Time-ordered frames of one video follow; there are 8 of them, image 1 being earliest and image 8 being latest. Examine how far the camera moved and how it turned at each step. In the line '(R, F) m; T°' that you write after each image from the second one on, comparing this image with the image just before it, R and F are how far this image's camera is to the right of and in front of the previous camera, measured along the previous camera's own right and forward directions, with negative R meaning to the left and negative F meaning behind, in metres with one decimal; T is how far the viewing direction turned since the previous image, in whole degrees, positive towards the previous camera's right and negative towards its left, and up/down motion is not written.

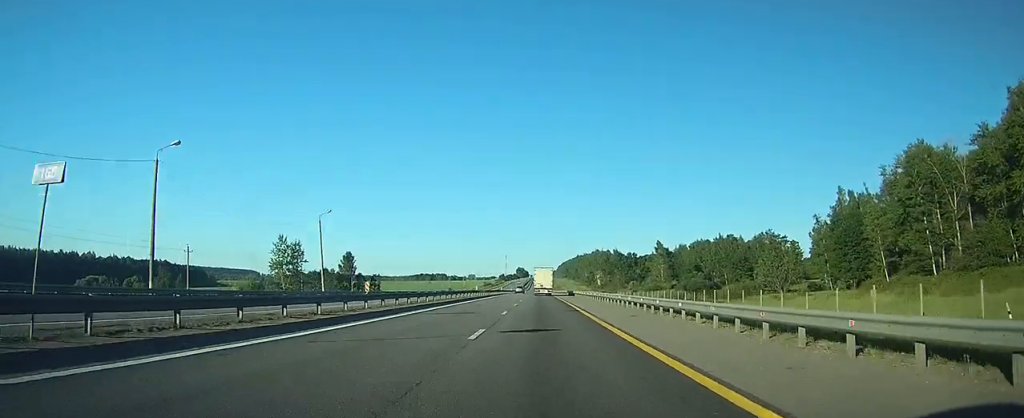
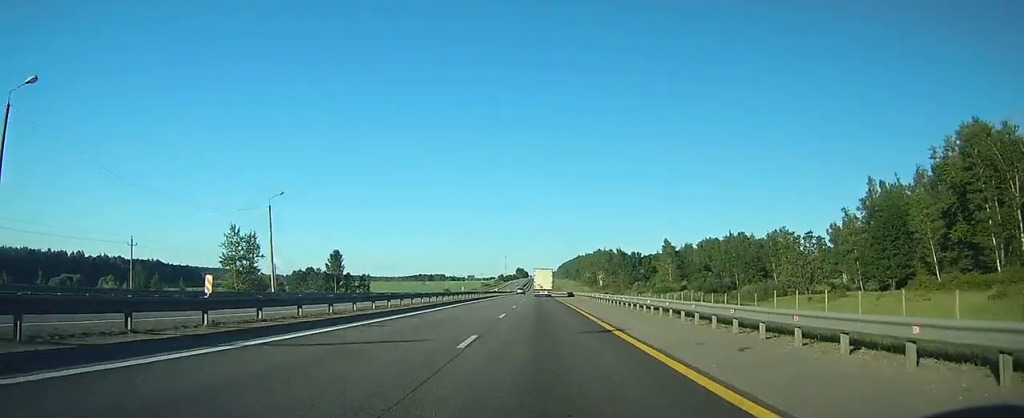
(0.0, +13.7) m; 0°
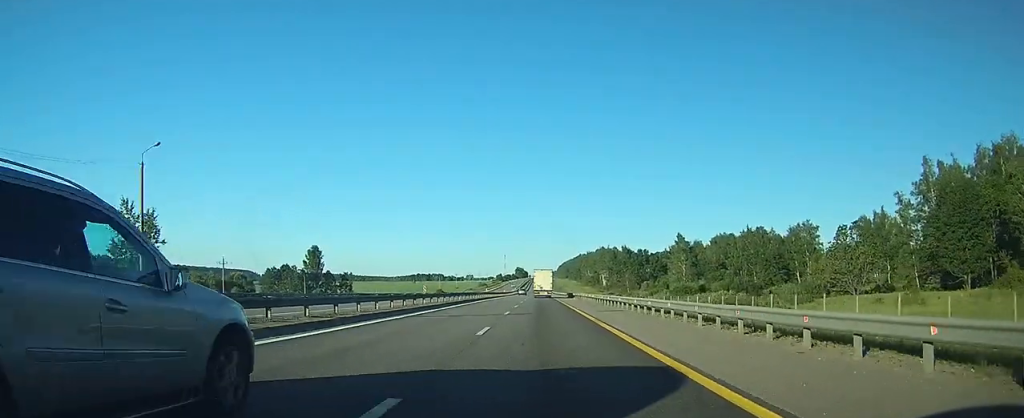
(0.0, +20.3) m; 0°
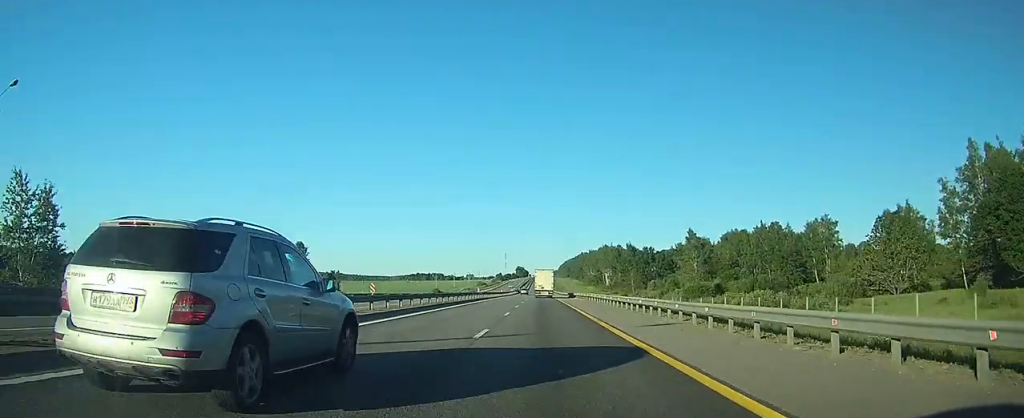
(0.0, +13.1) m; 0°
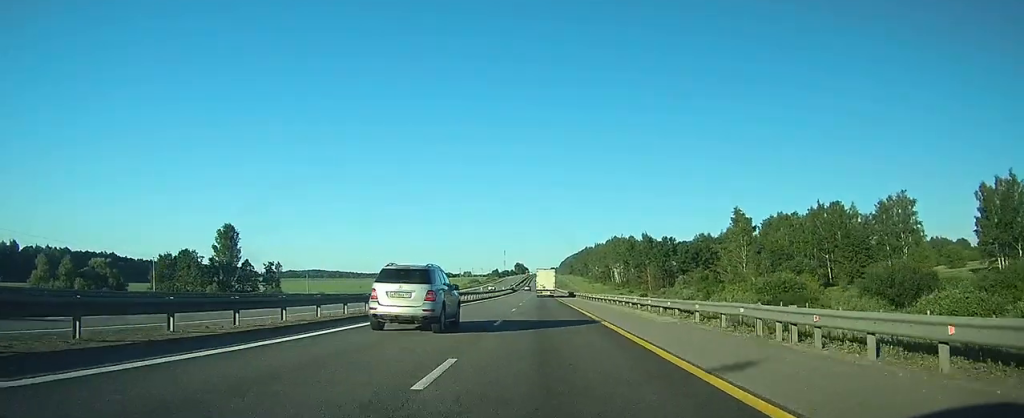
(-0.1, +42.7) m; 0°
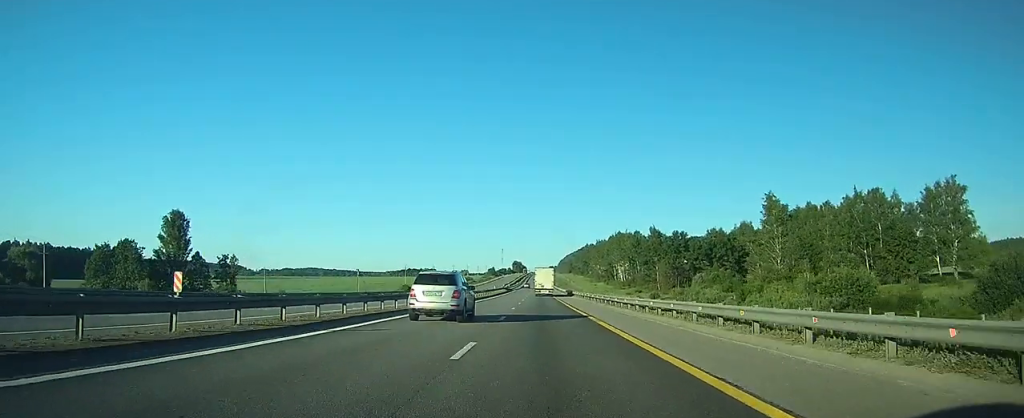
(0.0, +20.7) m; 0°
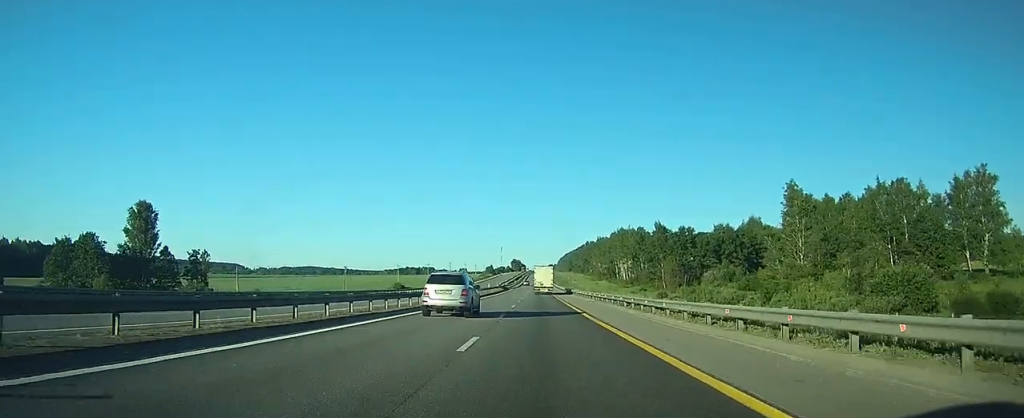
(0.0, +10.8) m; 0°
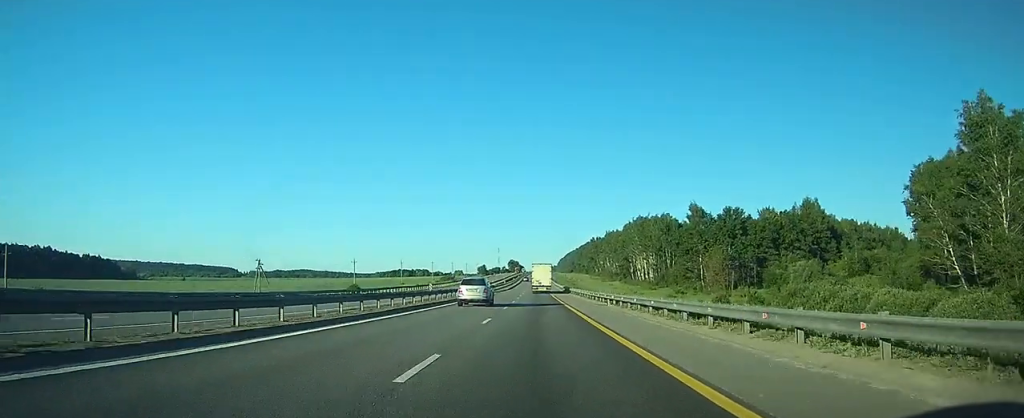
(0.0, +51.1) m; 0°
